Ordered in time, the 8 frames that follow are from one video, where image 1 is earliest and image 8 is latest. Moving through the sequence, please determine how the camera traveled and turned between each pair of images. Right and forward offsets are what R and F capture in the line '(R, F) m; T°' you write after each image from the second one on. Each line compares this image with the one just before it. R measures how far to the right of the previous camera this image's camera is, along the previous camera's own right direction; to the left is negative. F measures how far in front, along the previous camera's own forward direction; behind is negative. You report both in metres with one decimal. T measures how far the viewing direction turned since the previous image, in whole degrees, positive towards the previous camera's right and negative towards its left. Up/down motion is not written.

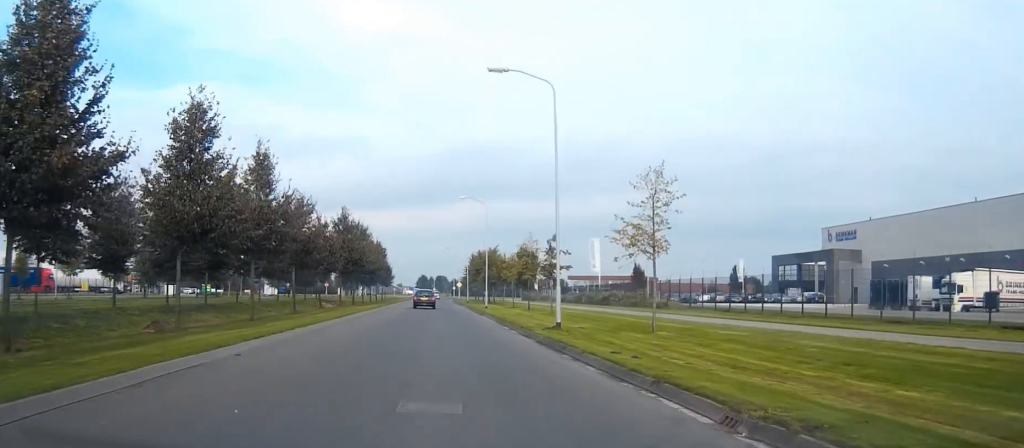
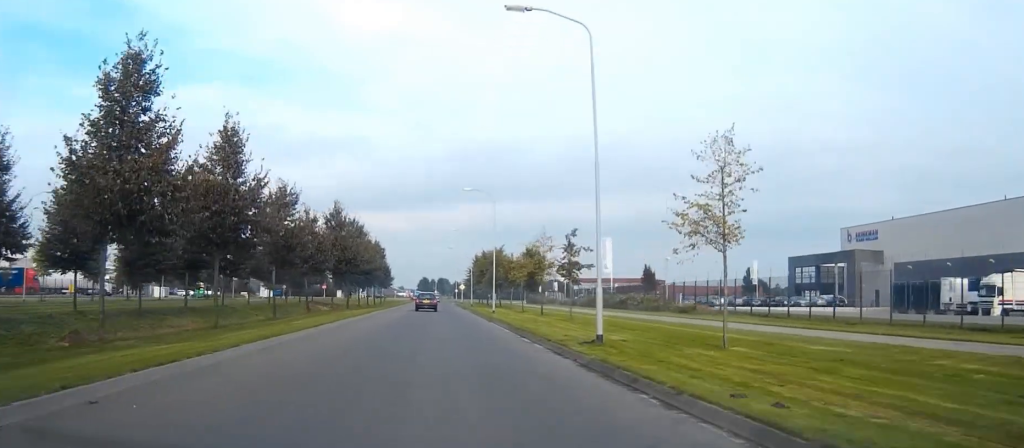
(-0.1, +5.5) m; 0°
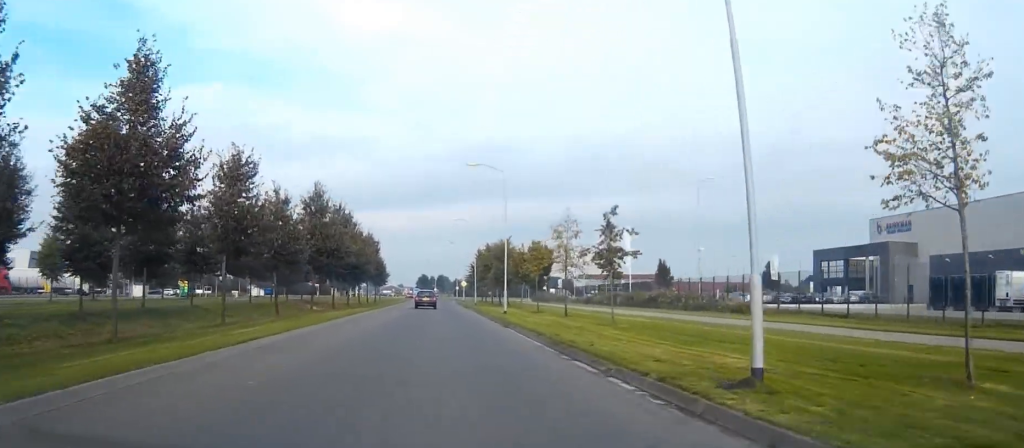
(0.0, +8.8) m; 0°
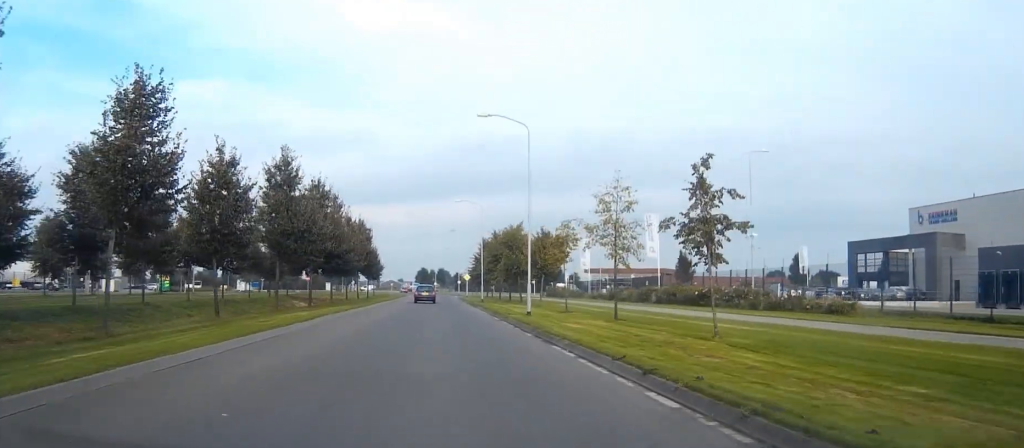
(0.0, +10.5) m; 0°
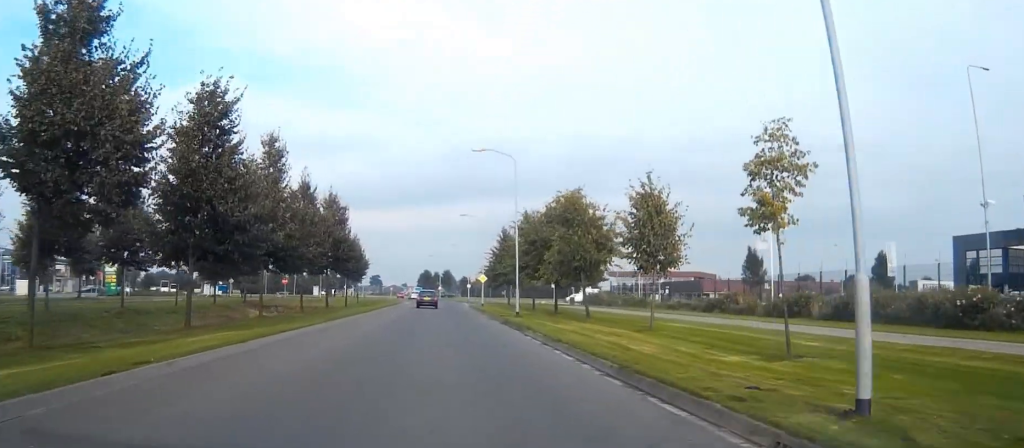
(-0.3, +24.0) m; -1°
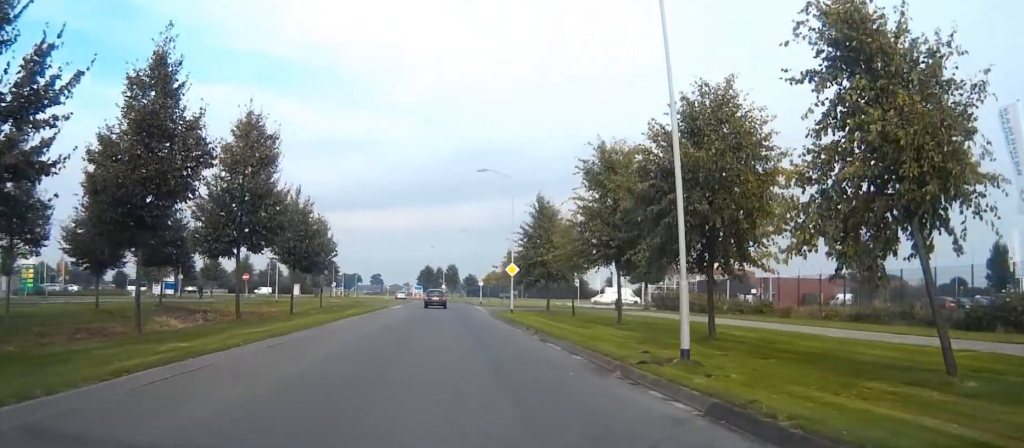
(0.0, +24.5) m; 0°
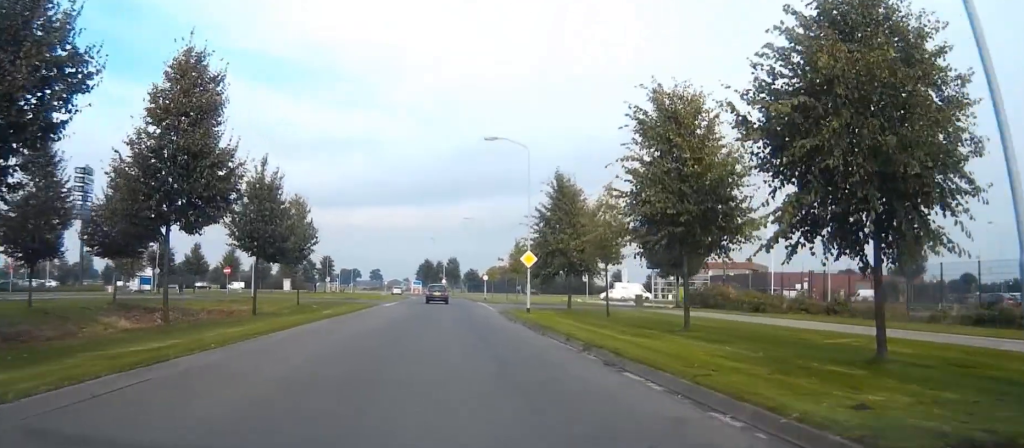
(+0.1, +7.9) m; 0°
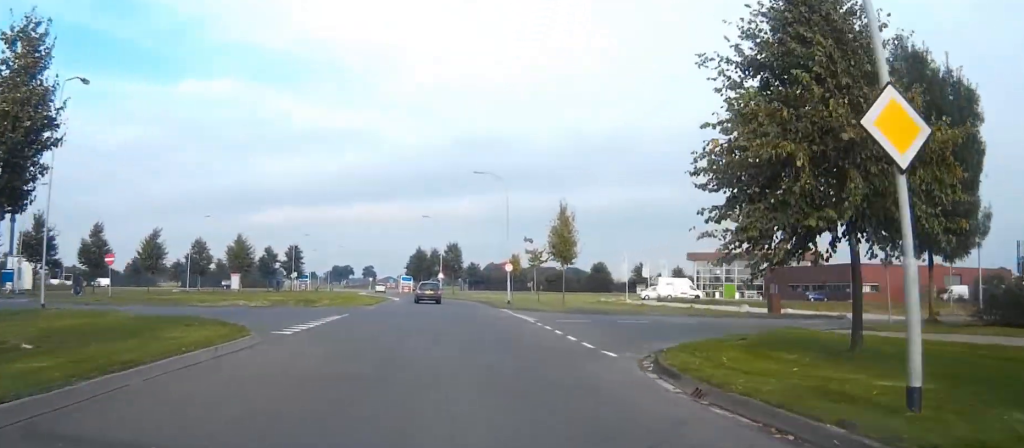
(+0.2, +28.9) m; +1°
